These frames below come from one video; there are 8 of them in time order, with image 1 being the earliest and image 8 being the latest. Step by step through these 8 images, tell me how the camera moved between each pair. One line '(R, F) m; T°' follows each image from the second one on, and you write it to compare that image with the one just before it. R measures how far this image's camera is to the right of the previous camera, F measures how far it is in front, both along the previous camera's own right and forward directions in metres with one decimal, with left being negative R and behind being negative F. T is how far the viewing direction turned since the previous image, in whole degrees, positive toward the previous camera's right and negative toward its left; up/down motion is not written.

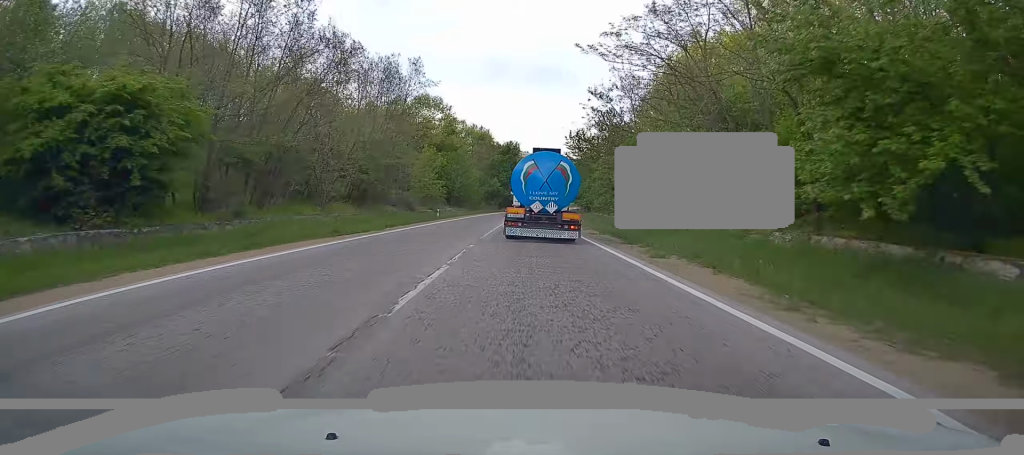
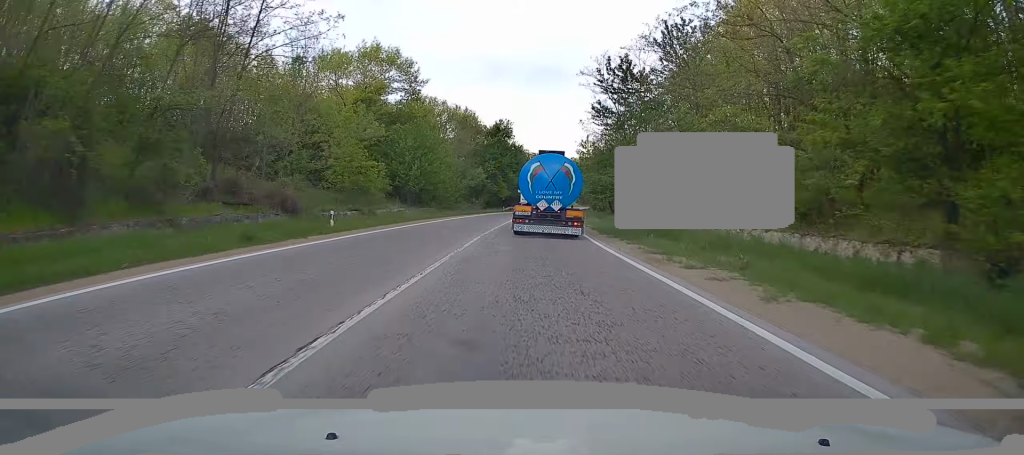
(-0.2, +28.9) m; +1°
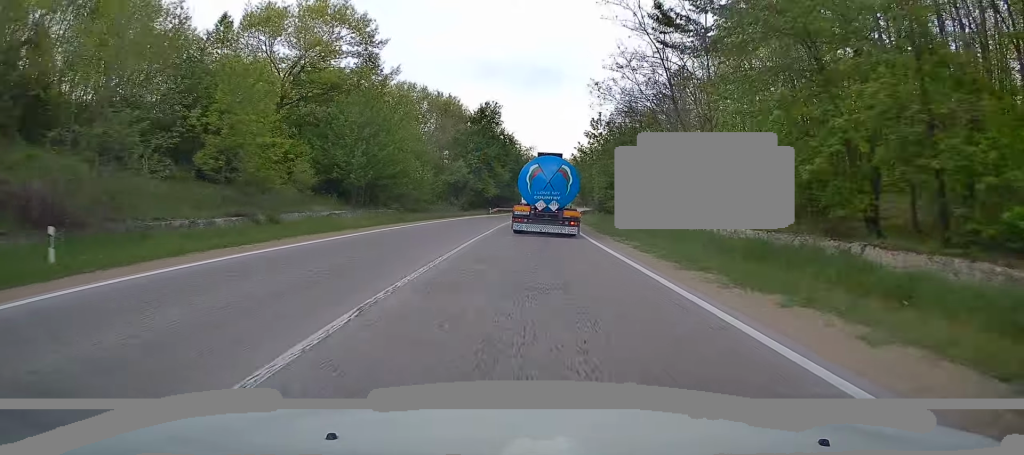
(+0.3, +15.6) m; +1°
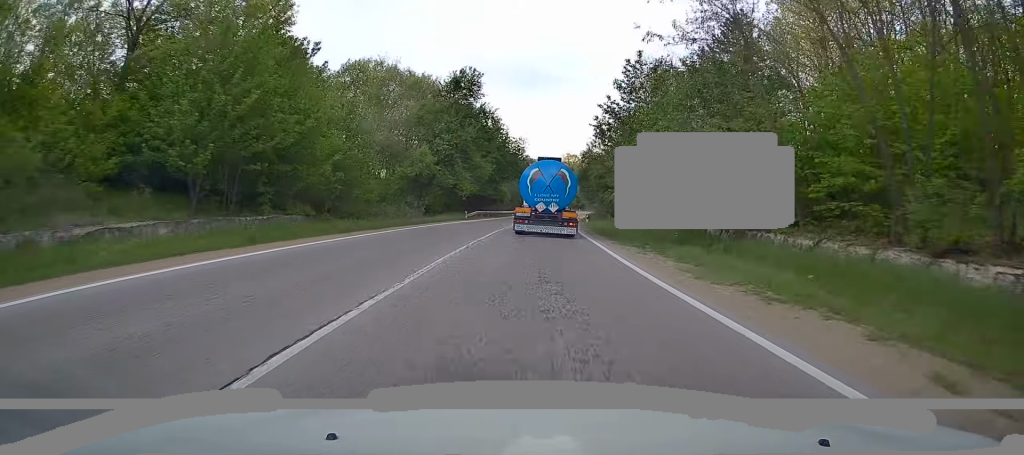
(+0.3, +18.9) m; +1°
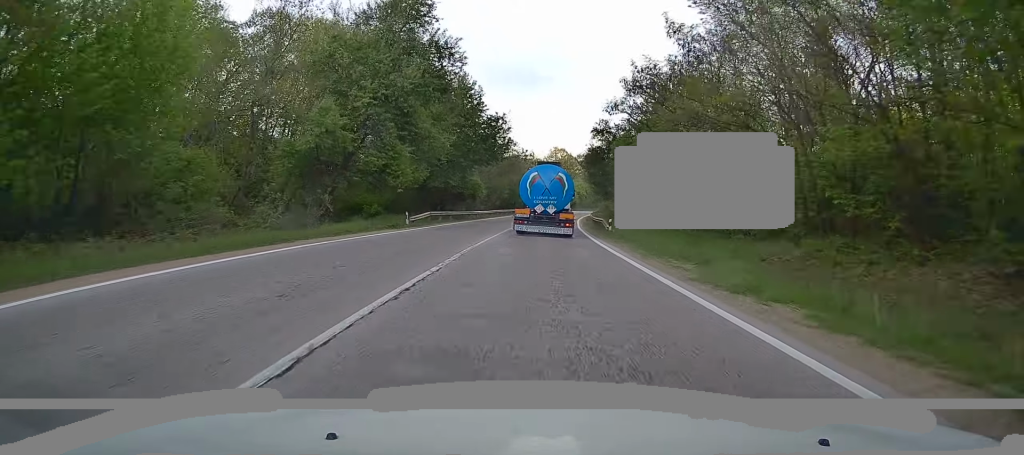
(-0.1, +22.2) m; +1°
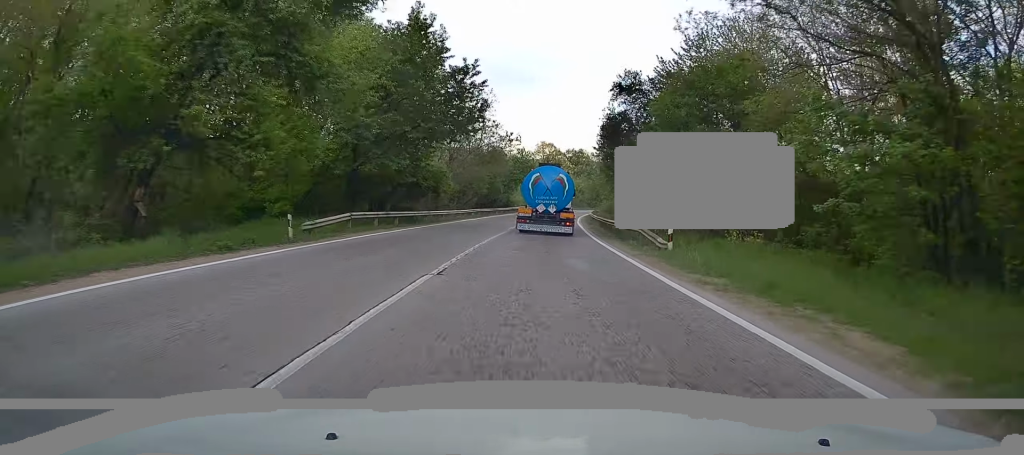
(+0.2, +15.6) m; +2°
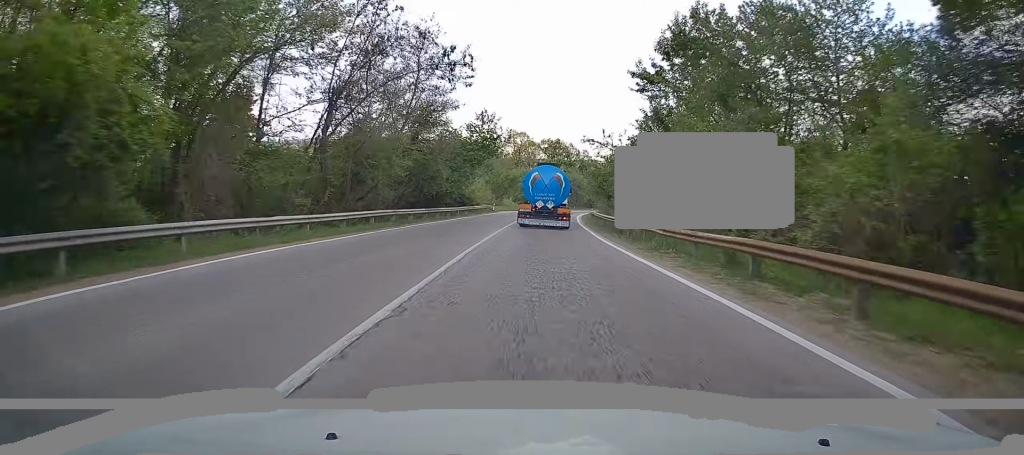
(+0.8, +30.6) m; +2°
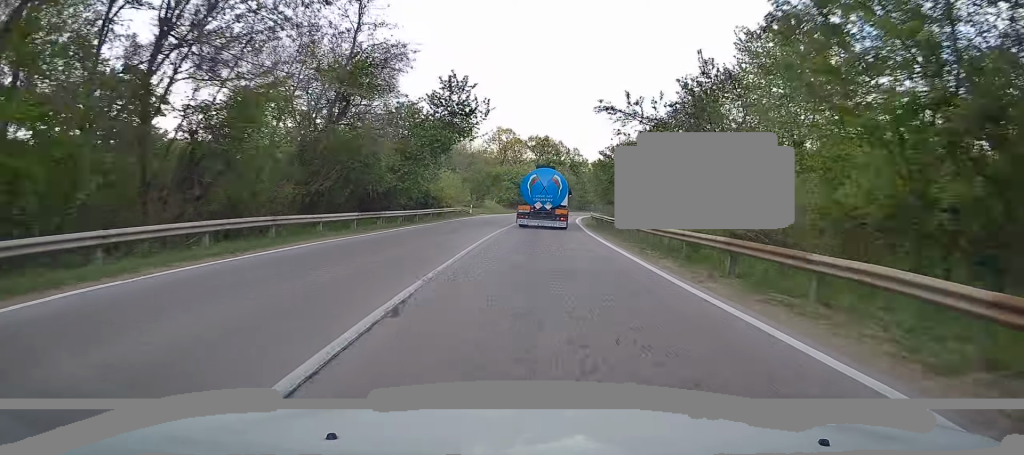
(+0.2, +14.1) m; +1°
